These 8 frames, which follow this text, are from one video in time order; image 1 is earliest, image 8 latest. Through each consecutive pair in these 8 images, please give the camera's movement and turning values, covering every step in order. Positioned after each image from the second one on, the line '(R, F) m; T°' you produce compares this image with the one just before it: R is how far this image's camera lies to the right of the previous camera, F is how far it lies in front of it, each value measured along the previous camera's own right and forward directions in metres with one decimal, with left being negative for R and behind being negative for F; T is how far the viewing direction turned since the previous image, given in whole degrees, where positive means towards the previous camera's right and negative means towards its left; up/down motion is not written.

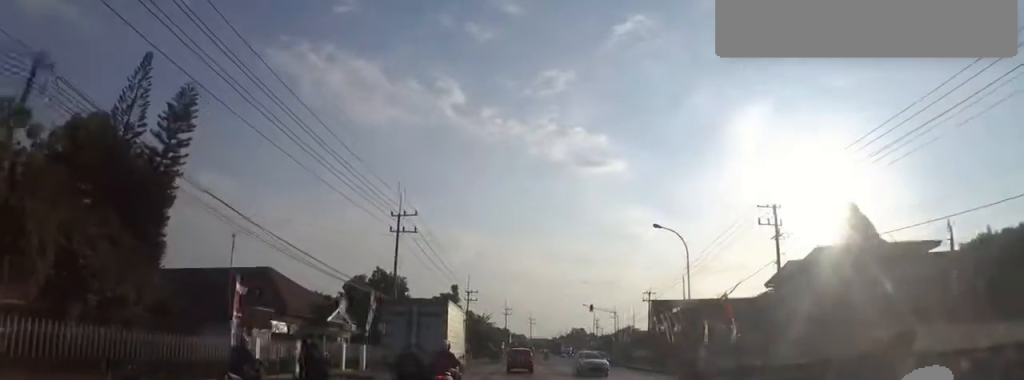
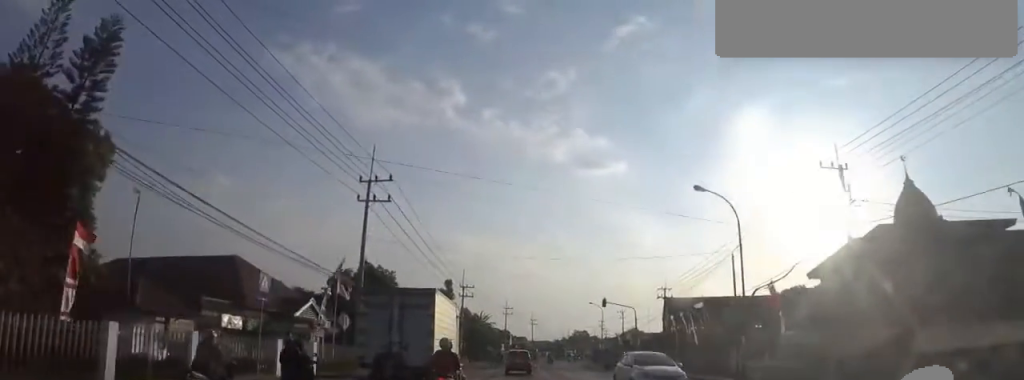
(+0.1, +6.9) m; 0°
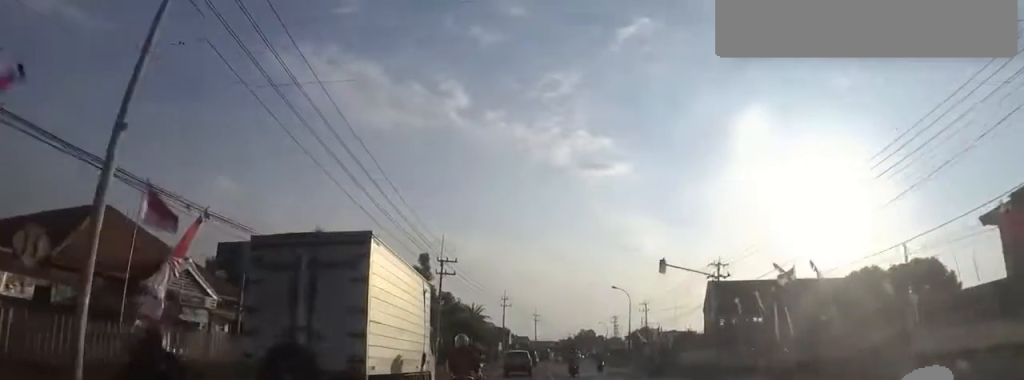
(+0.1, +16.8) m; 0°
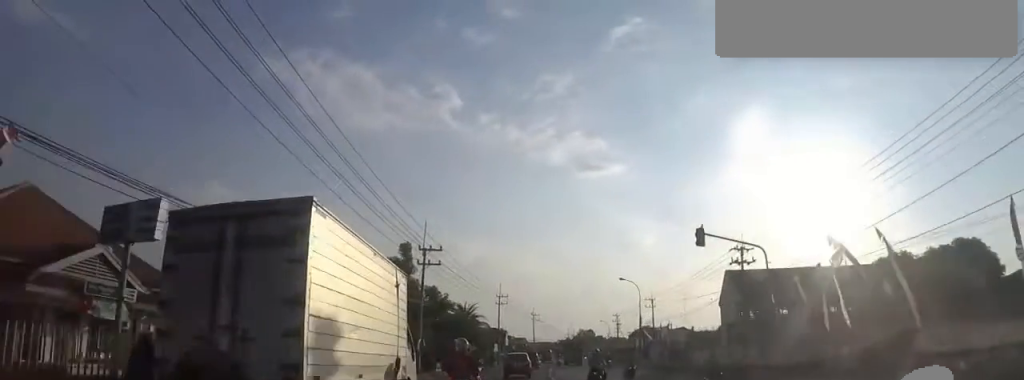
(0.0, +6.1) m; 0°
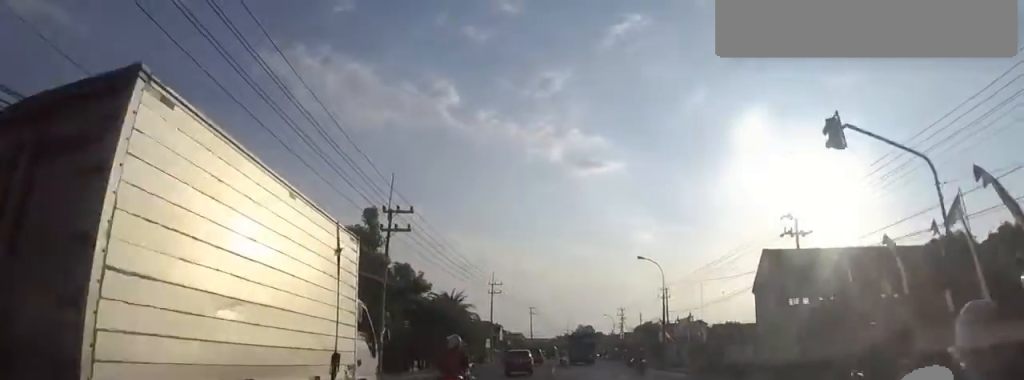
(0.0, +9.0) m; -1°
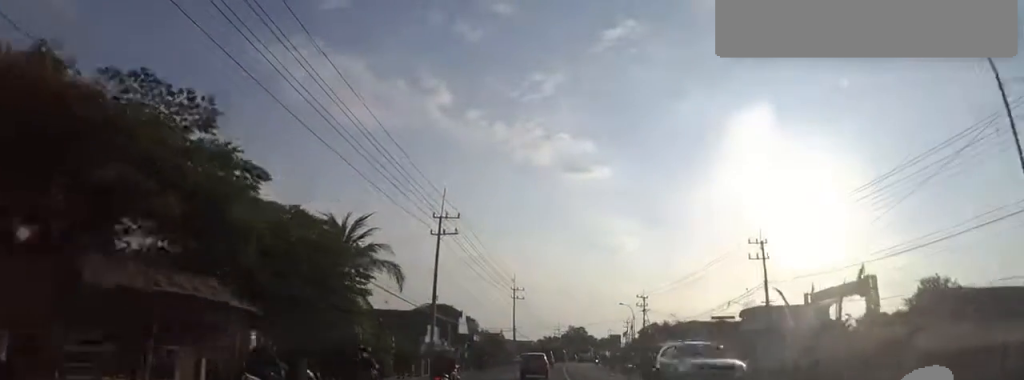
(-1.2, +31.4) m; +3°
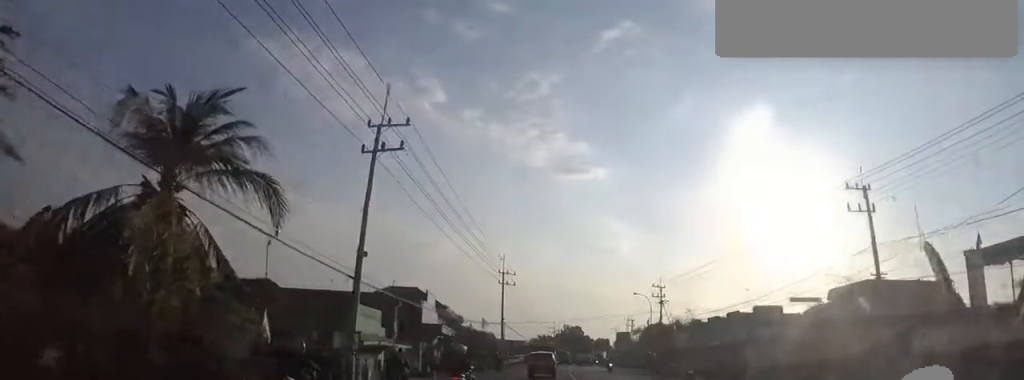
(+1.2, +13.0) m; -2°
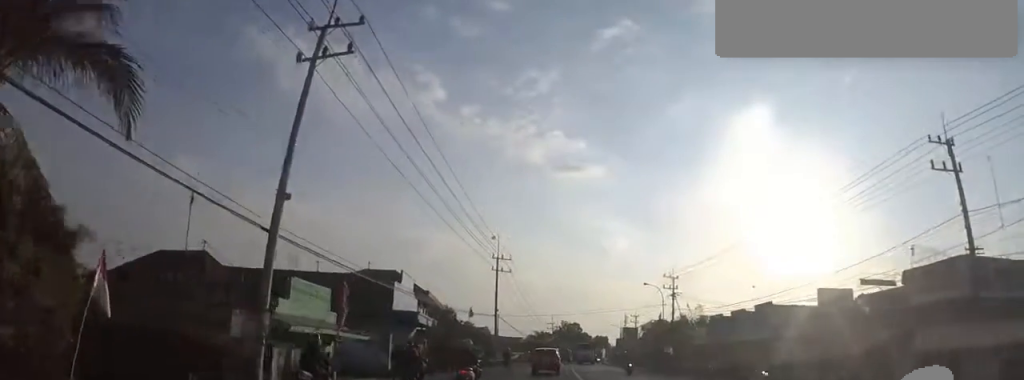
(-0.9, +6.1) m; 0°
